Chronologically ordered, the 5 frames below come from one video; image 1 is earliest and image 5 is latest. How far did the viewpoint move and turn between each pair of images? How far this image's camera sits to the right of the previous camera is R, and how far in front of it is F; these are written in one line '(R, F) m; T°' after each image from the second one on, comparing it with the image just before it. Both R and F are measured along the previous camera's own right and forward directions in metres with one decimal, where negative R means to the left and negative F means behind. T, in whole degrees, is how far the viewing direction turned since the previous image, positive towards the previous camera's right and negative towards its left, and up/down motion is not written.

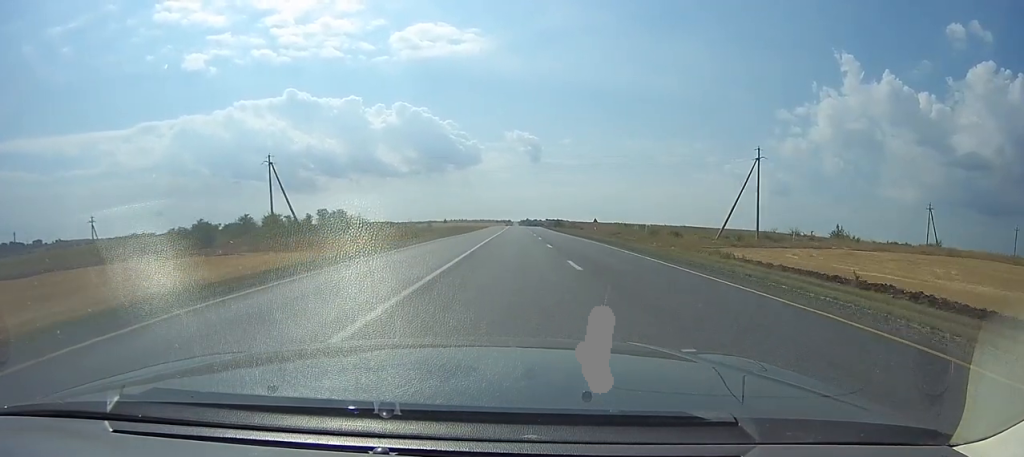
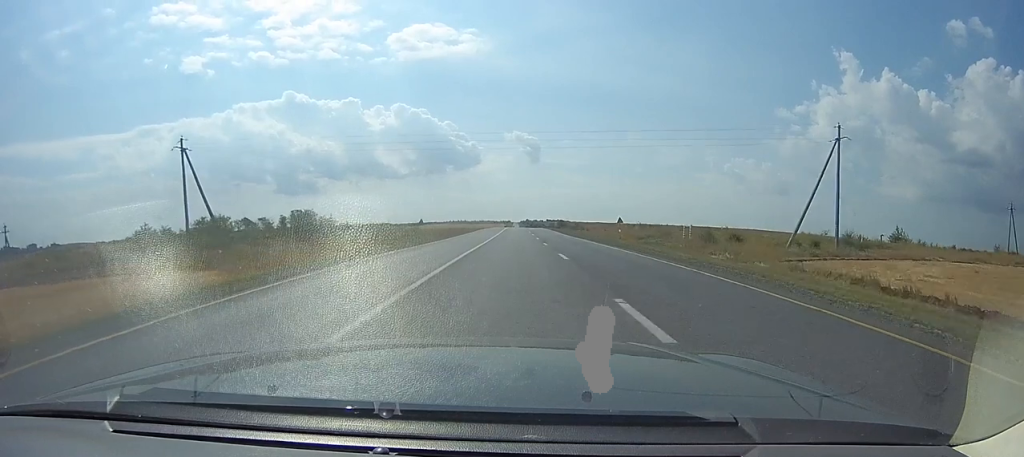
(+0.4, +20.2) m; 0°
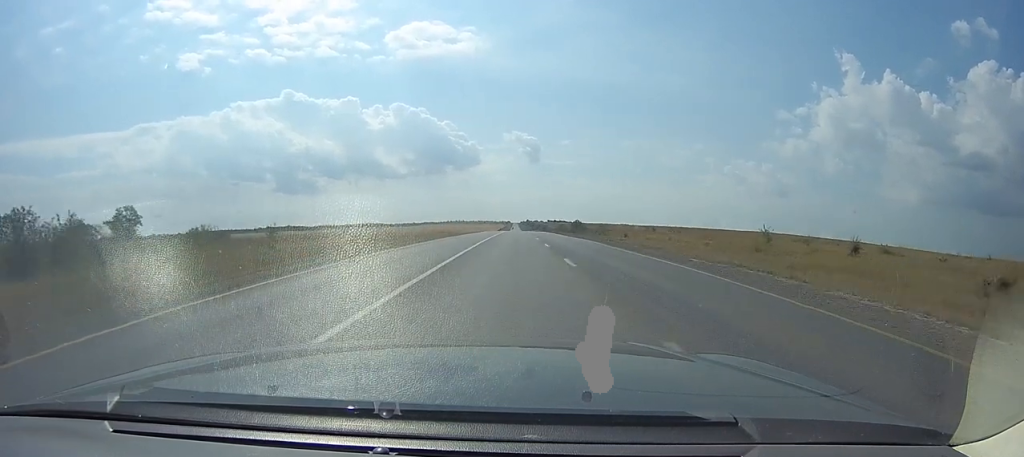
(-0.2, +74.1) m; -1°
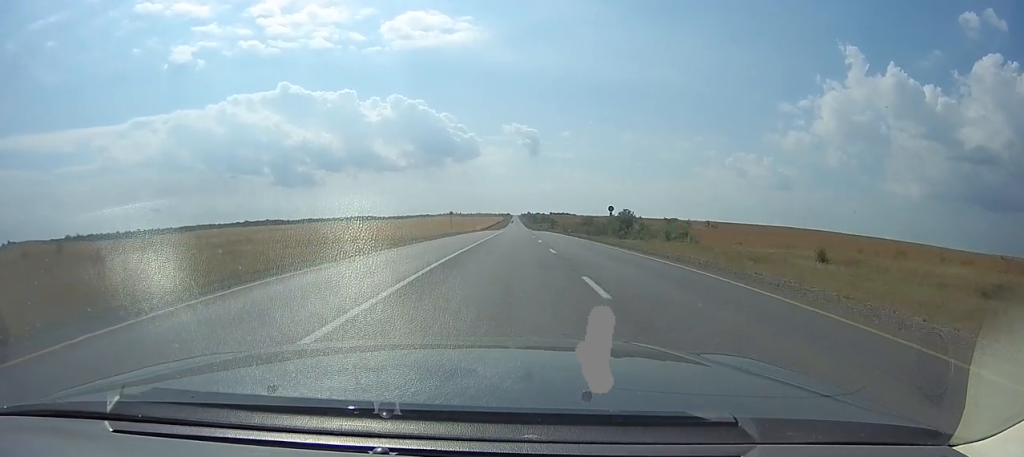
(-0.9, +89.3) m; 0°
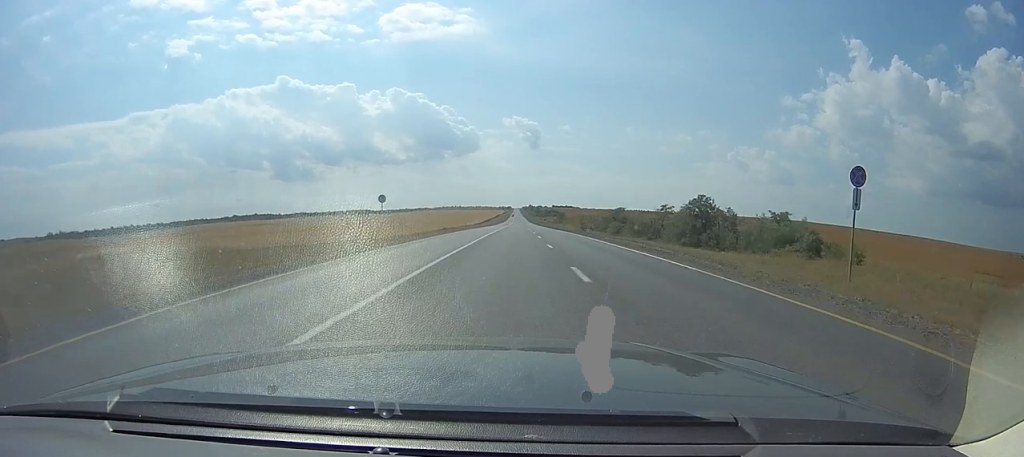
(+0.9, +44.7) m; +2°
